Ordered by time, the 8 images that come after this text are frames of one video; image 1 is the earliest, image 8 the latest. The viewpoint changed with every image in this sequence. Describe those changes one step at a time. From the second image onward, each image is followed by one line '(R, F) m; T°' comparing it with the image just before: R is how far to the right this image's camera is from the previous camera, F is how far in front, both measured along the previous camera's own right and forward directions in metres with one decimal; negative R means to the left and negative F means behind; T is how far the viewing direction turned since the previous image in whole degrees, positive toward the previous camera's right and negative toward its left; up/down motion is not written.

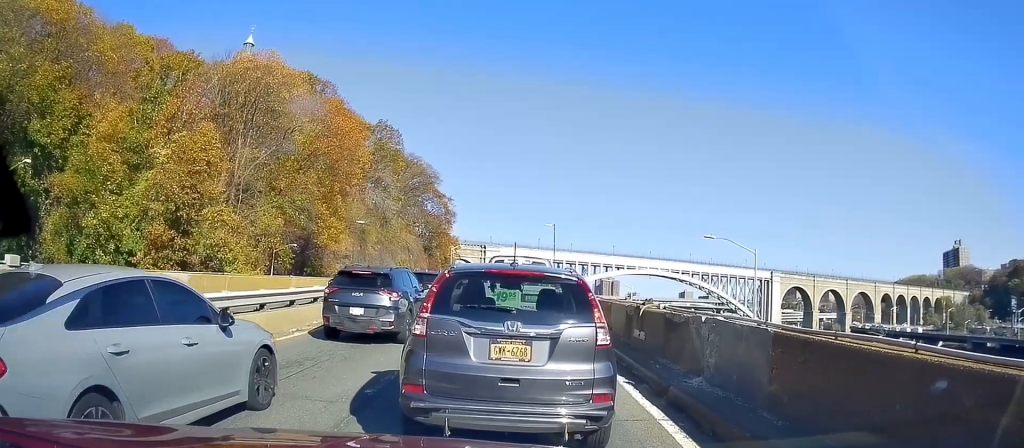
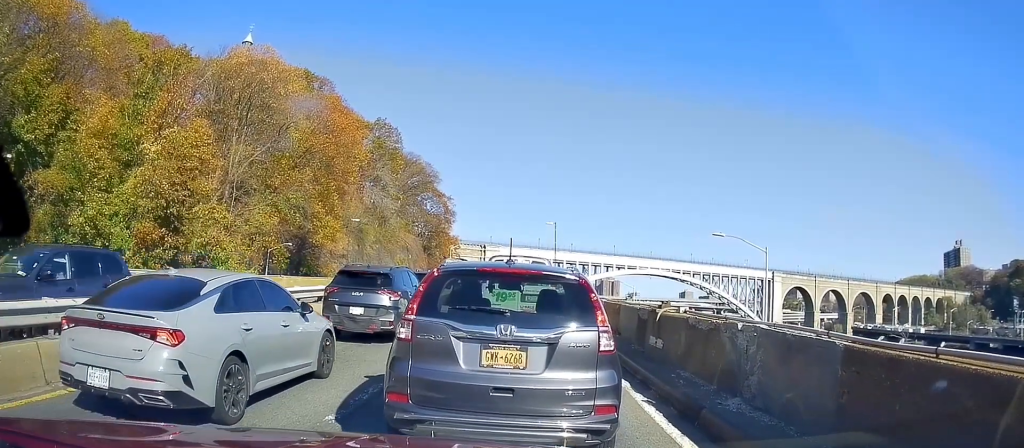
(0.0, +2.2) m; -2°
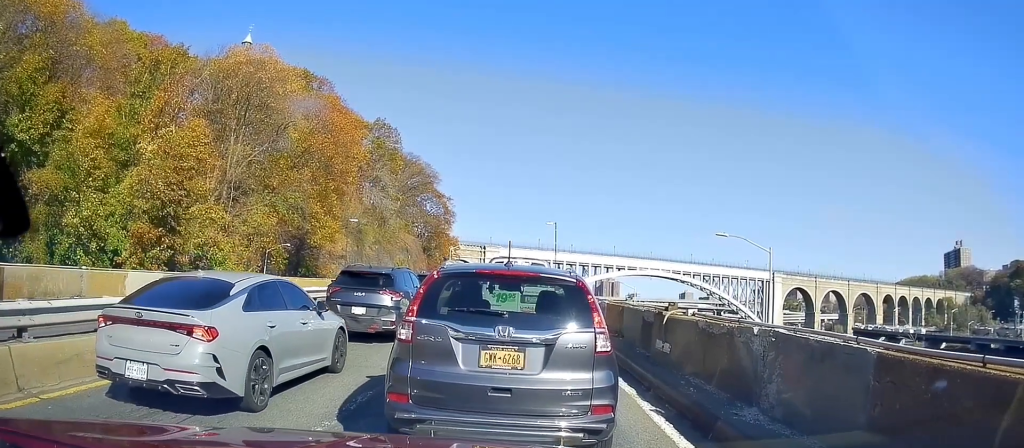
(0.0, +0.9) m; -2°
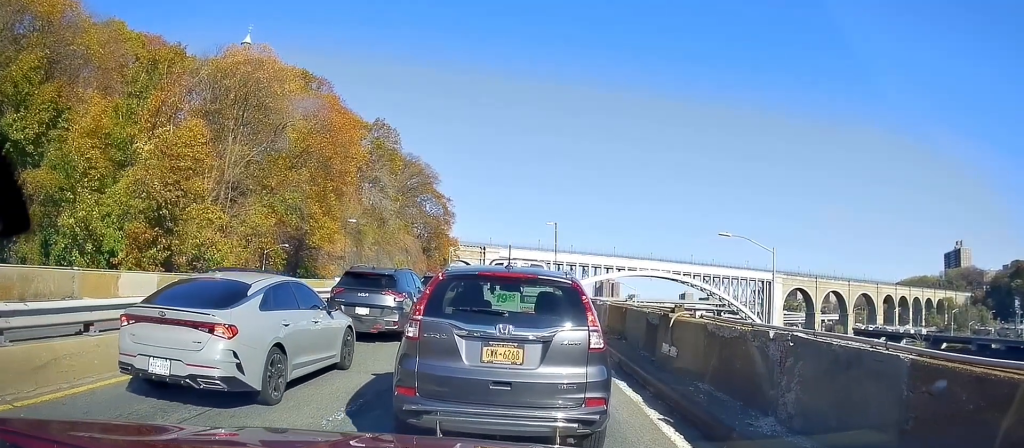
(0.0, +0.7) m; 0°
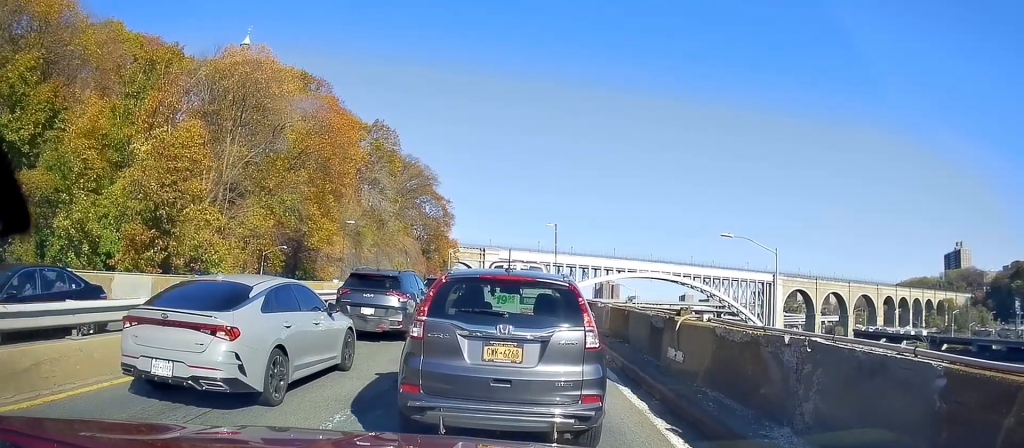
(0.0, +0.3) m; 0°
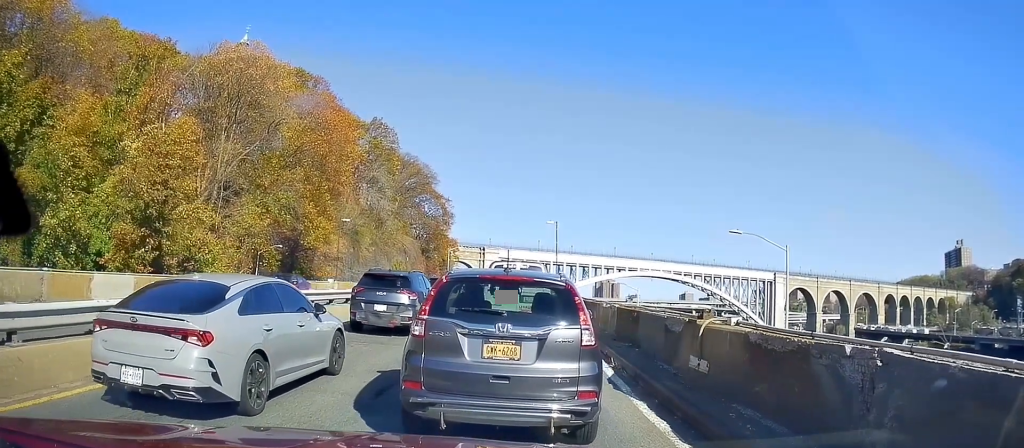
(0.0, +0.6) m; 0°
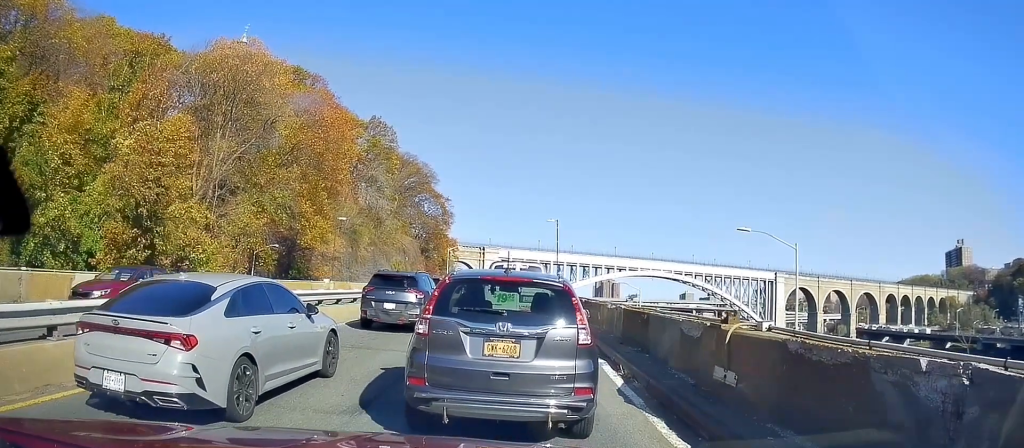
(-0.2, +0.4) m; 0°
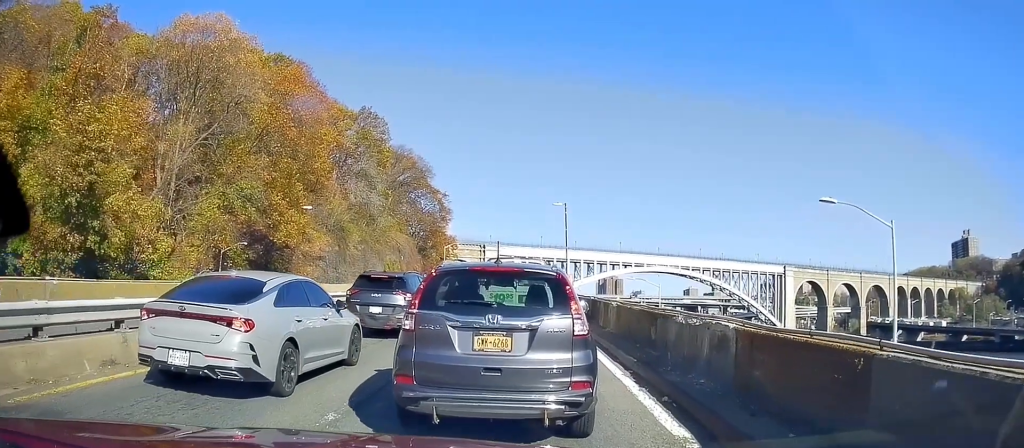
(0.0, +7.3) m; +3°
